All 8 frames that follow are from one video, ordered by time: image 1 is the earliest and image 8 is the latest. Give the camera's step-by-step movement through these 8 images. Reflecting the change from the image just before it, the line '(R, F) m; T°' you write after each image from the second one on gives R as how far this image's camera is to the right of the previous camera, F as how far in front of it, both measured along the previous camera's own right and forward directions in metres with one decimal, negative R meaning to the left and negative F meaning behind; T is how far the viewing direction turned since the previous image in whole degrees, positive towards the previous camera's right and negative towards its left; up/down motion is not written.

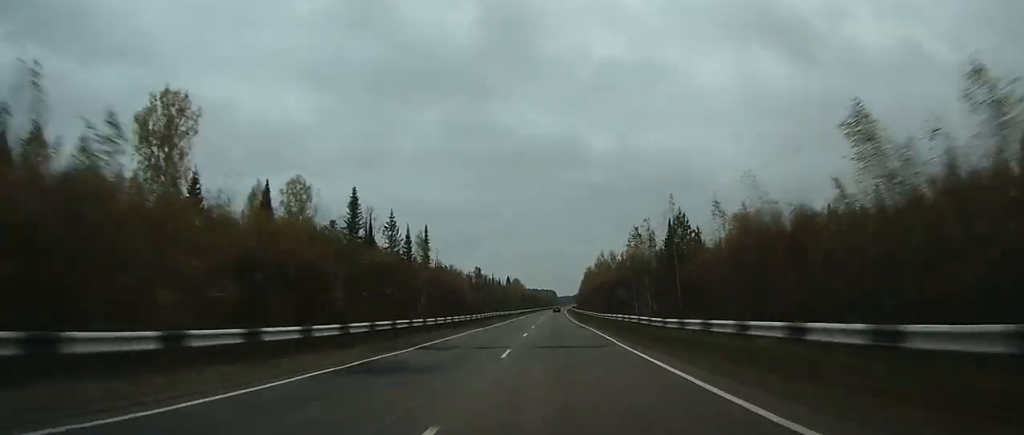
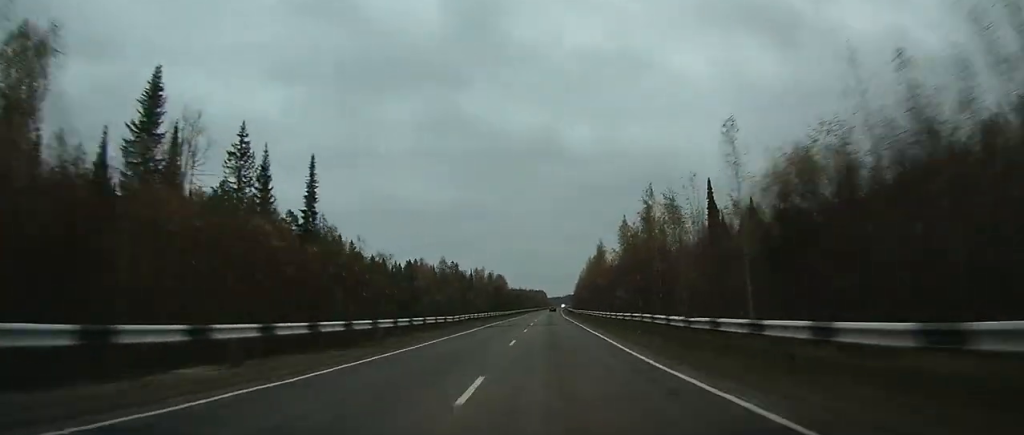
(+0.2, +55.2) m; +1°
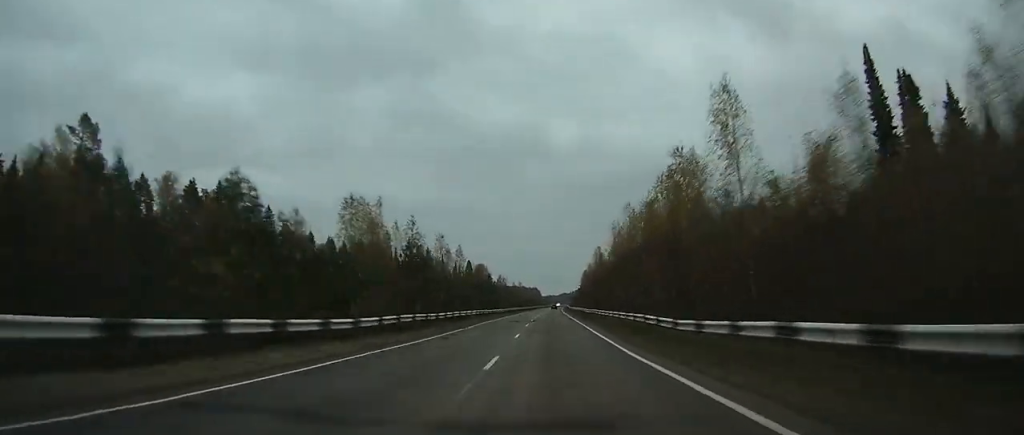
(+0.5, +65.1) m; +1°
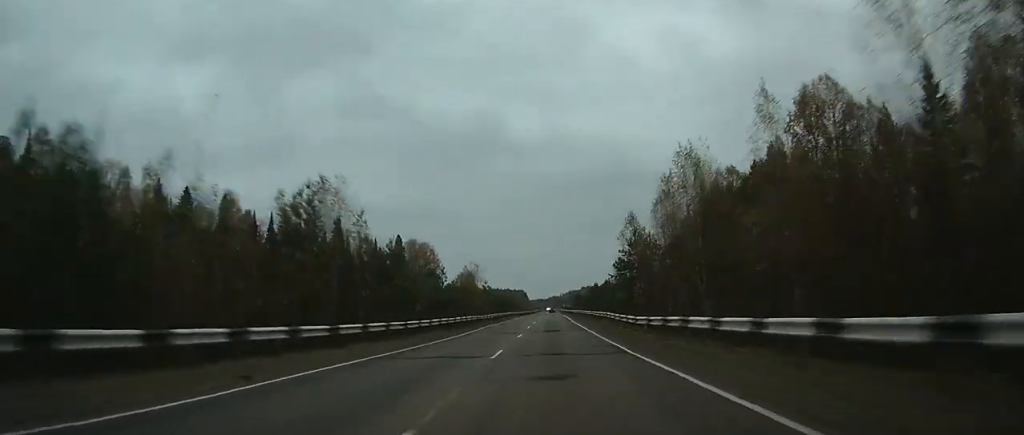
(+0.9, +104.8) m; +1°
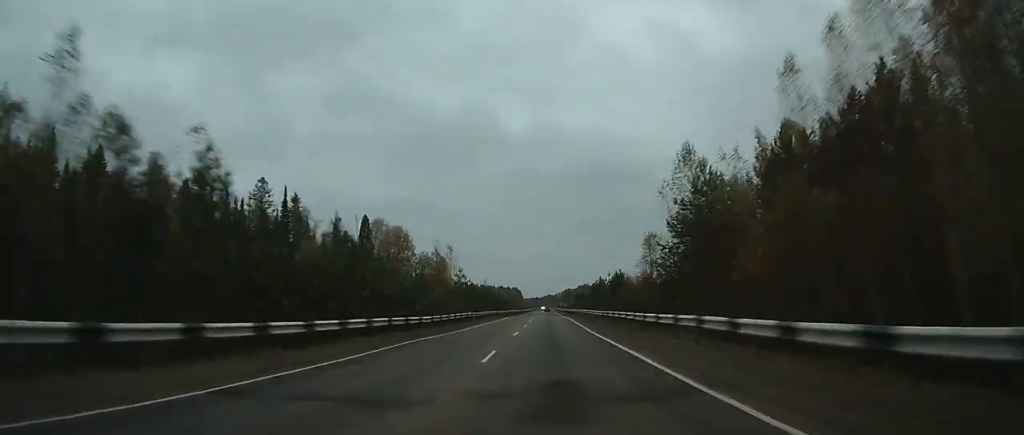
(0.0, +26.9) m; 0°
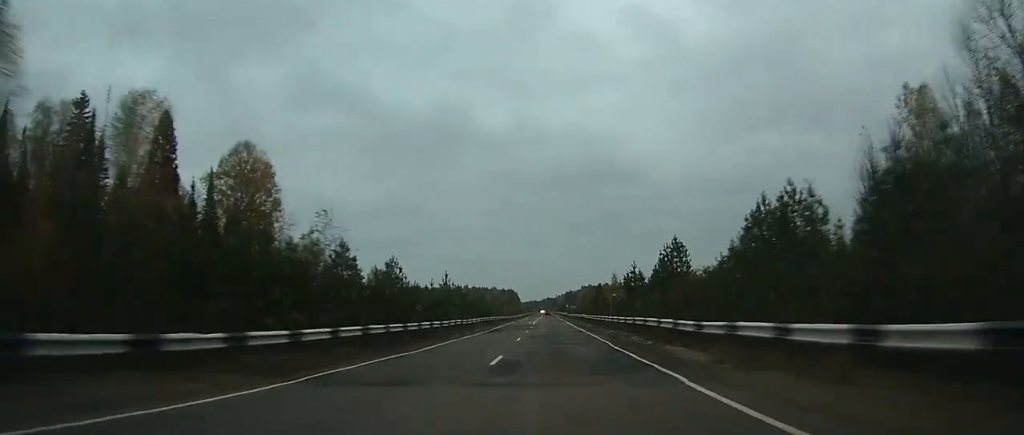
(+0.3, +72.6) m; 0°
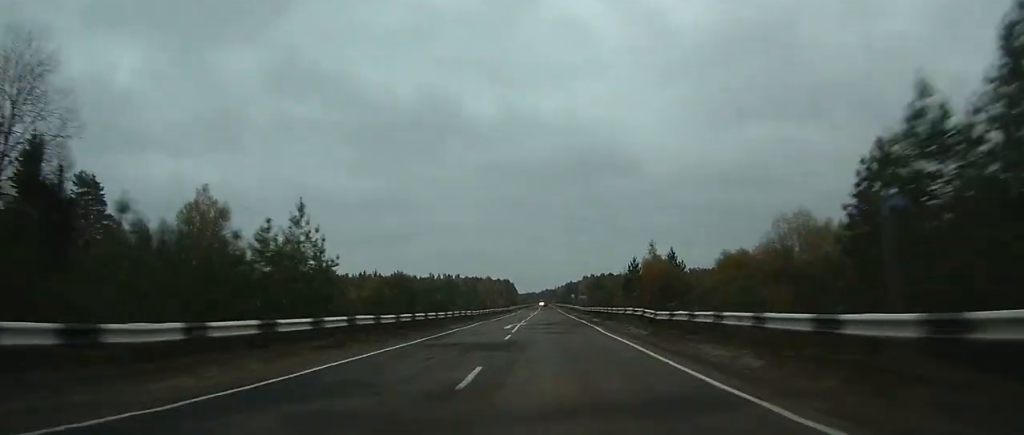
(+0.1, +40.3) m; 0°
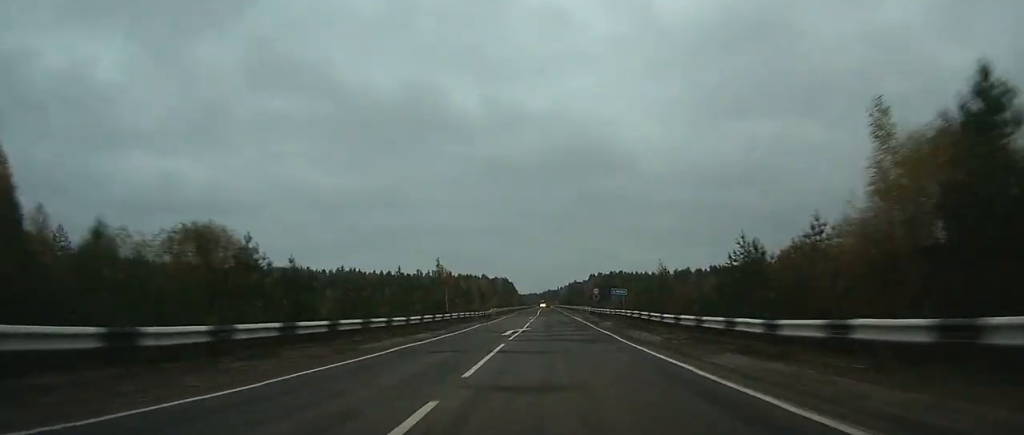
(0.0, +49.4) m; 0°
